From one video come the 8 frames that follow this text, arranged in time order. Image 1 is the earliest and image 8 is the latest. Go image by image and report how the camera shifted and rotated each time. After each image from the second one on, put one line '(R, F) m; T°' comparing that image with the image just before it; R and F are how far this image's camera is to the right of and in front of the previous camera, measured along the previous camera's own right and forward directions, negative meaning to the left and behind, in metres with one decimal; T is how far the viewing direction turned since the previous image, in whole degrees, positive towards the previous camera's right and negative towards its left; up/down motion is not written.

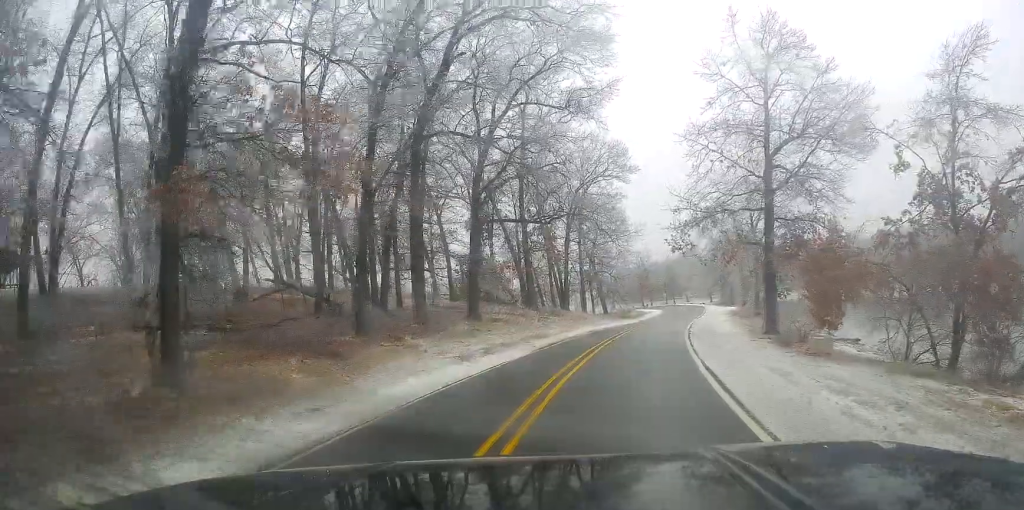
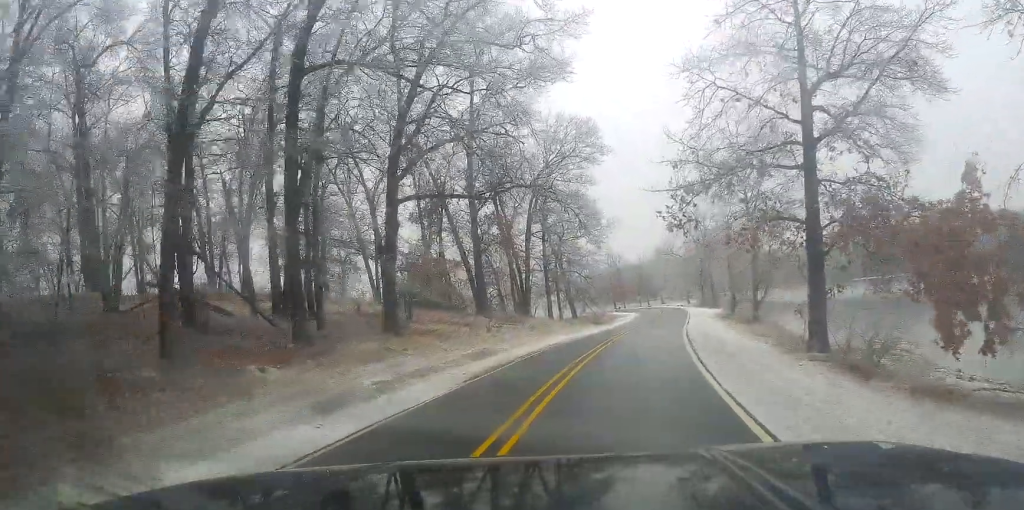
(+0.1, +9.2) m; +1°
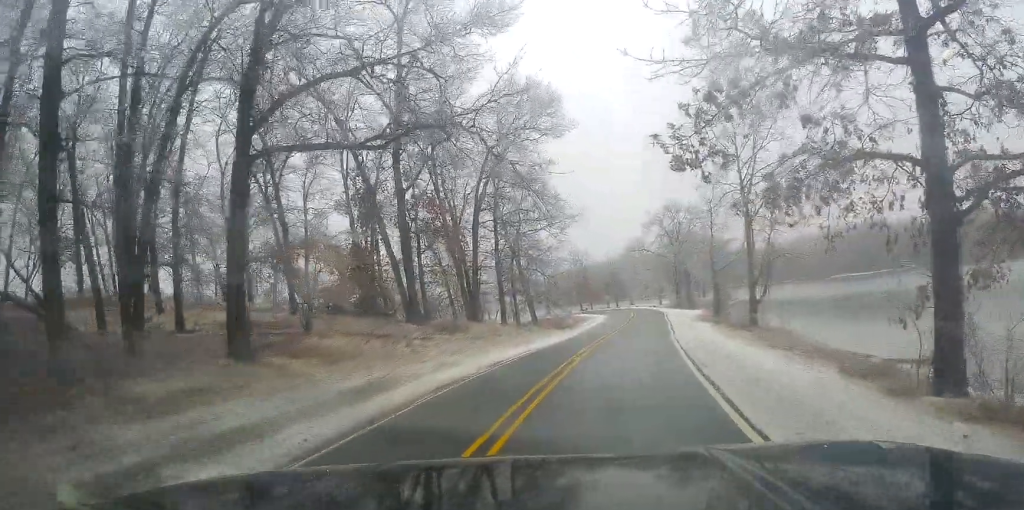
(+0.2, +8.8) m; +3°
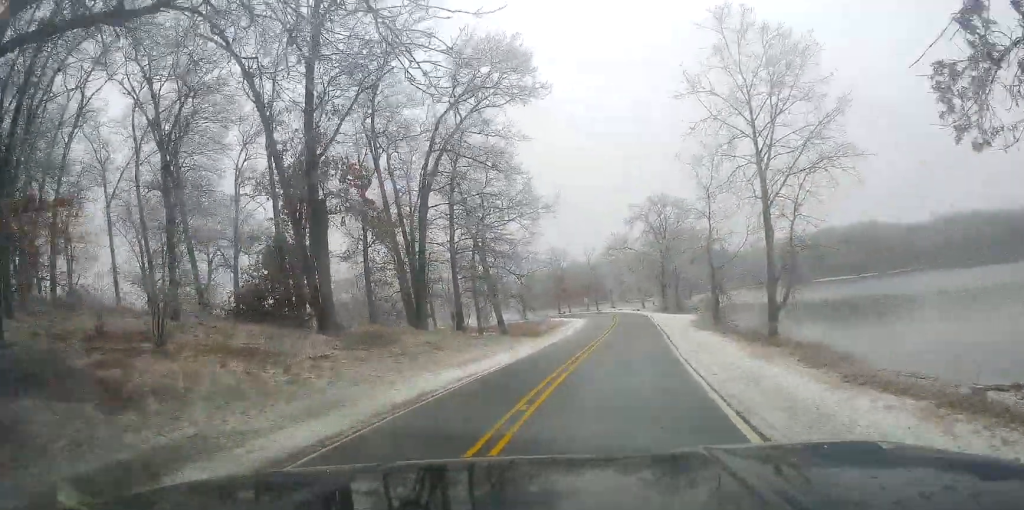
(+0.2, +8.3) m; +2°
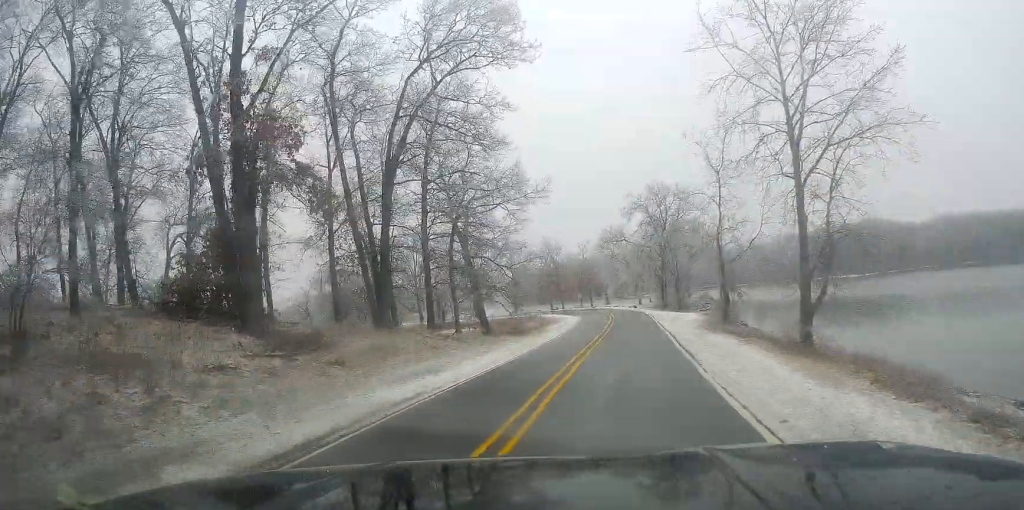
(-0.1, +5.5) m; +1°
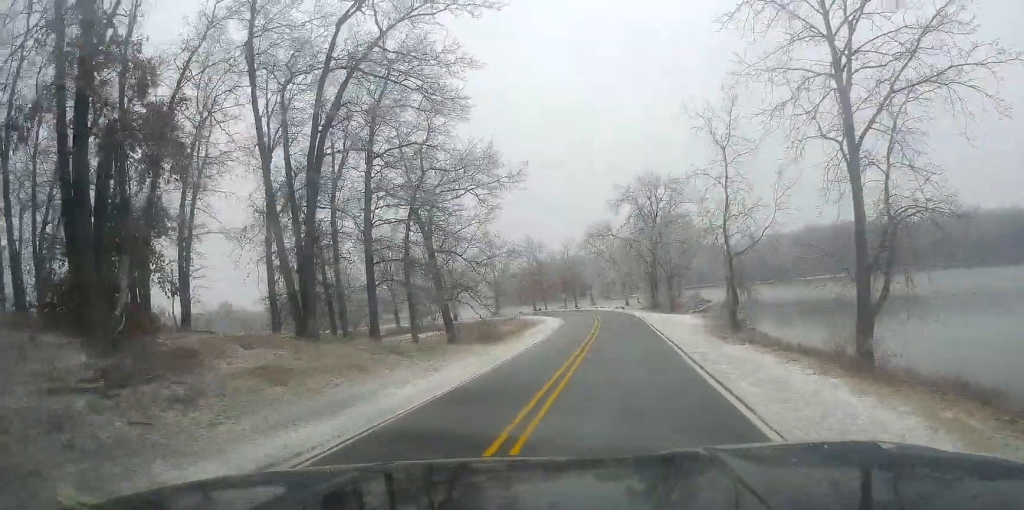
(+0.2, +6.7) m; +4°
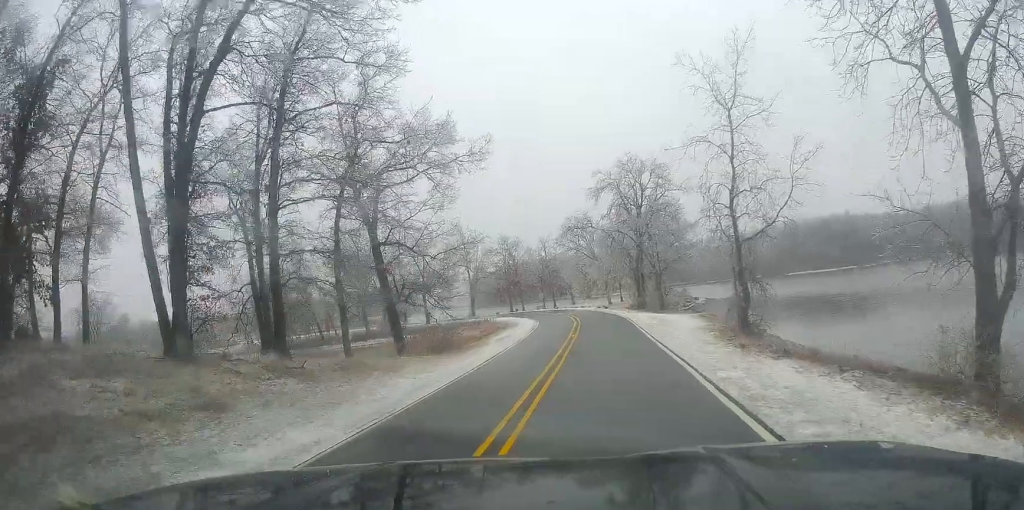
(+0.2, +7.1) m; 0°
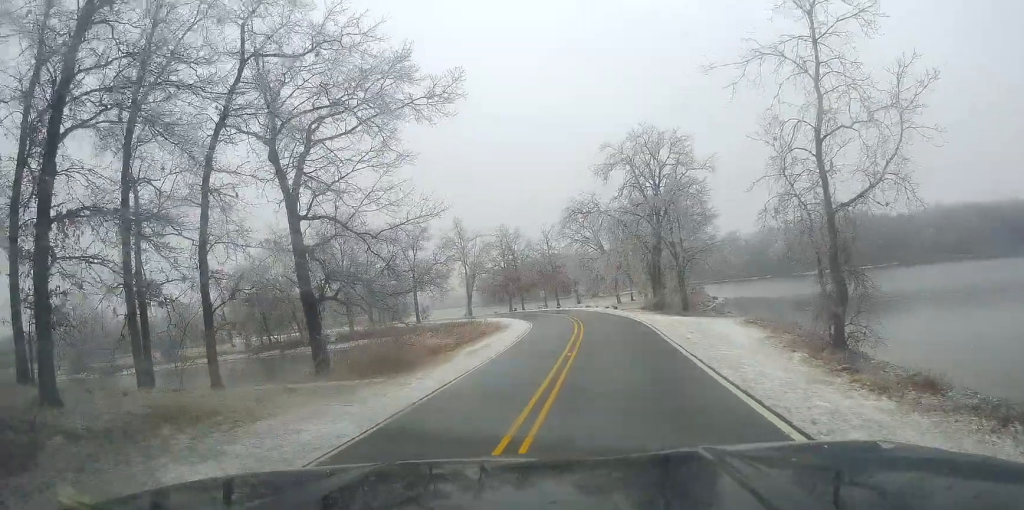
(-0.3, +10.6) m; -2°
